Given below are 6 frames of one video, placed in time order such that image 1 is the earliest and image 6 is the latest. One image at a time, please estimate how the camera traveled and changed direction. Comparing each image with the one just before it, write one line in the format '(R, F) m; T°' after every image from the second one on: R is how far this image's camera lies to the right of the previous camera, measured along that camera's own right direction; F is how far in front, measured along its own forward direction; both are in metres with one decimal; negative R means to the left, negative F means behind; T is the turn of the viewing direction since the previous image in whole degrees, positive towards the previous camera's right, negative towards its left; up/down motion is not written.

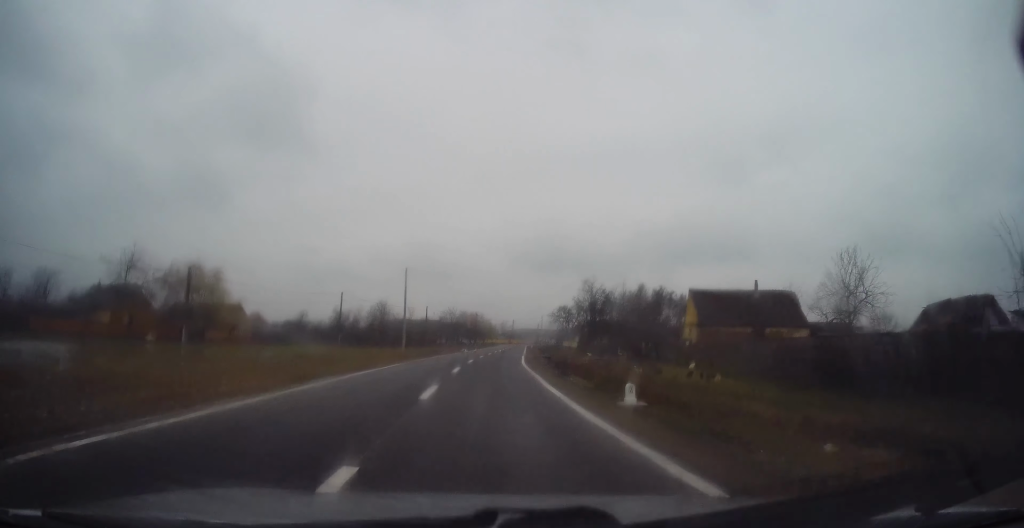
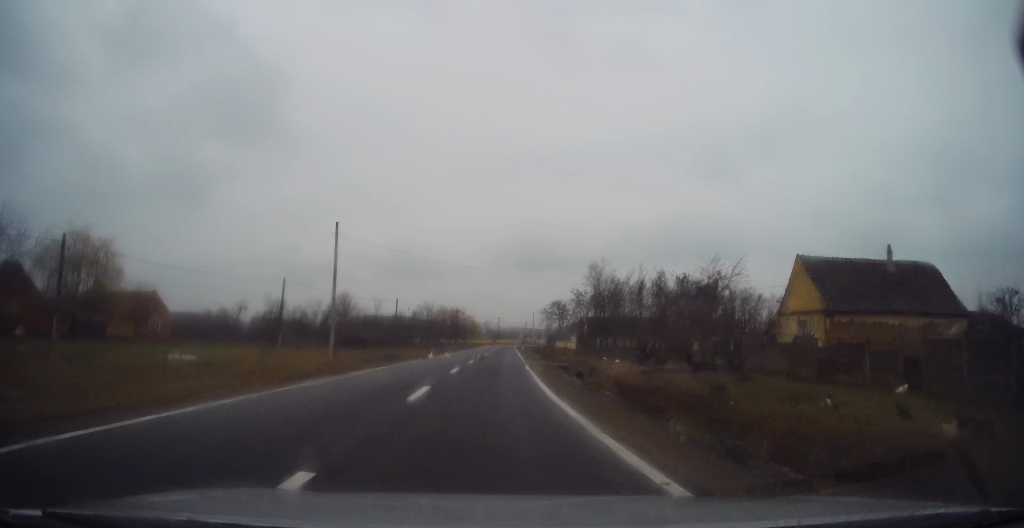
(+0.4, +18.7) m; +2°
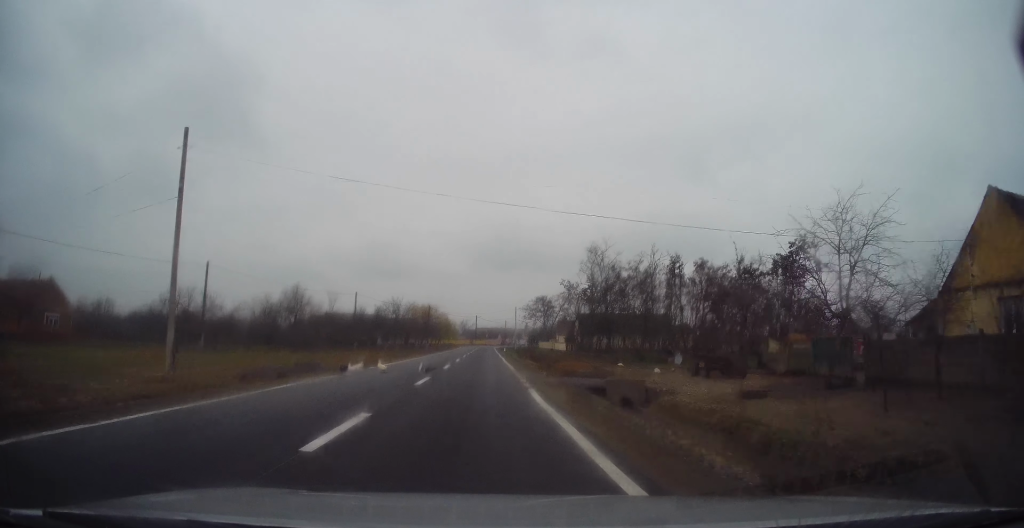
(+0.1, +14.7) m; +1°
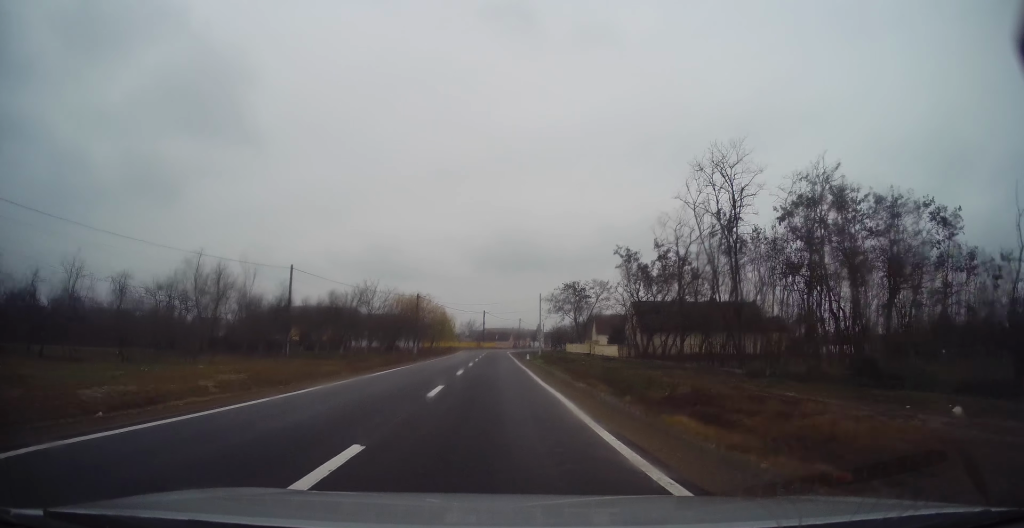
(+0.1, +30.1) m; +1°
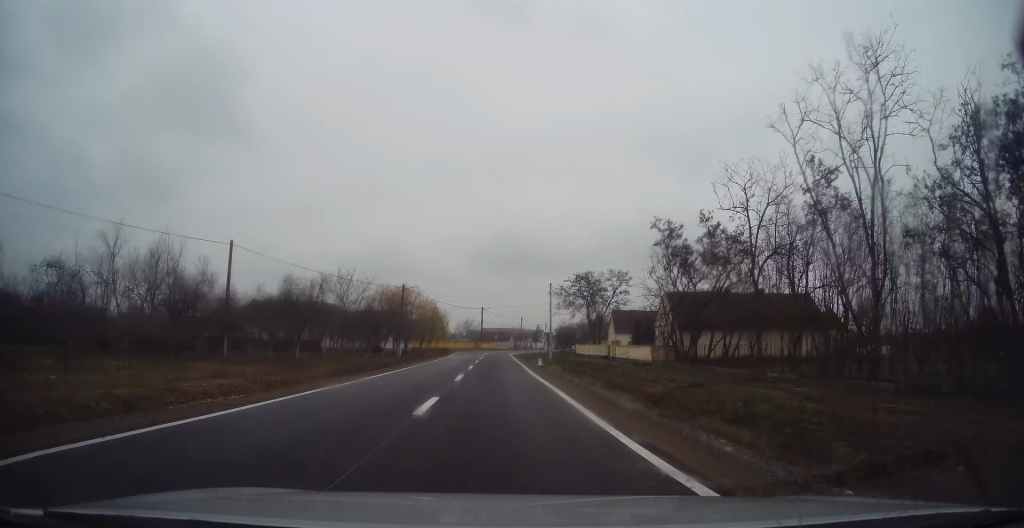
(+0.2, +12.2) m; 0°
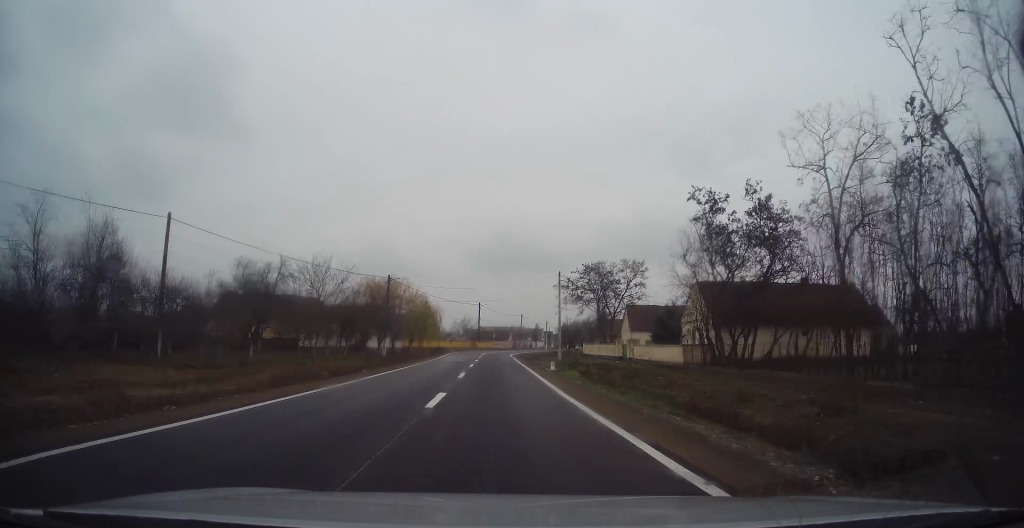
(-0.2, +8.4) m; -1°
